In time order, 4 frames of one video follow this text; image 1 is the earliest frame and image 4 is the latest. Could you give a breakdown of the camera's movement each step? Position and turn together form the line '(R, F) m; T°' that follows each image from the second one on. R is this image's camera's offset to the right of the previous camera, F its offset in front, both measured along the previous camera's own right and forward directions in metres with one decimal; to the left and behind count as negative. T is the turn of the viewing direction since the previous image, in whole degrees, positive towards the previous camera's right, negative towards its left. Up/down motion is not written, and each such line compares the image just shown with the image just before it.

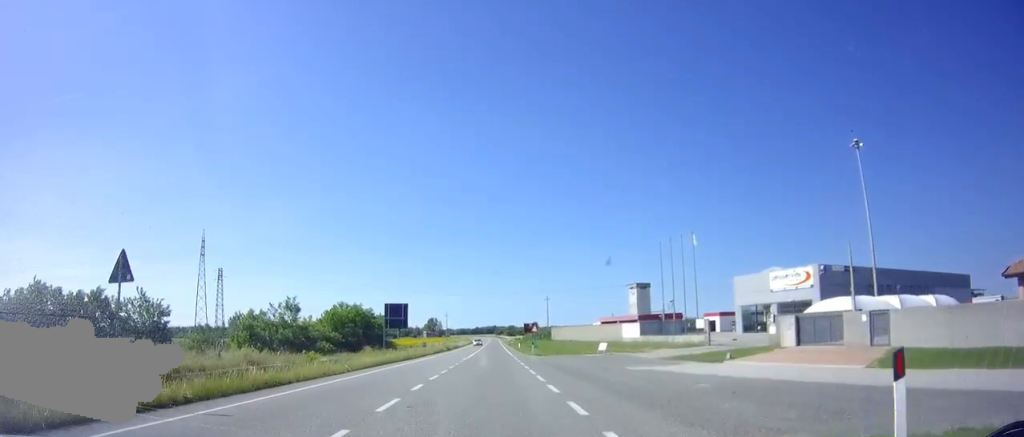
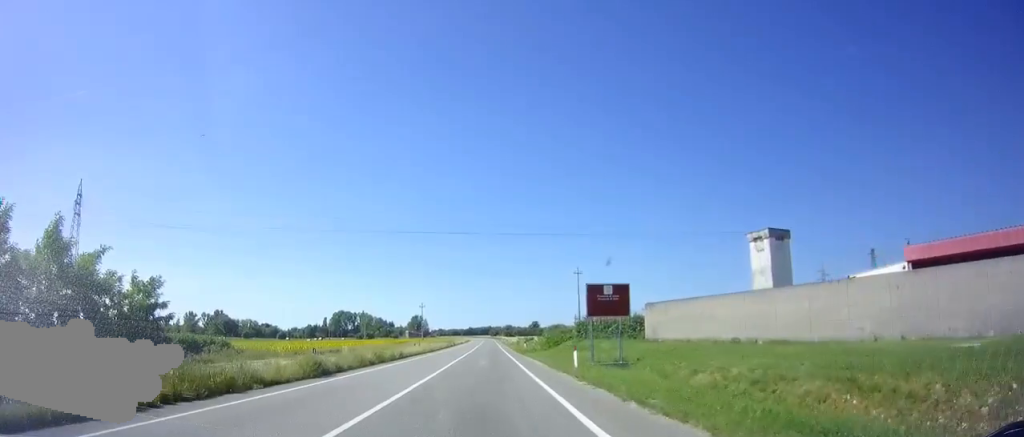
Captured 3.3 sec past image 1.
(+0.4, +55.5) m; +1°
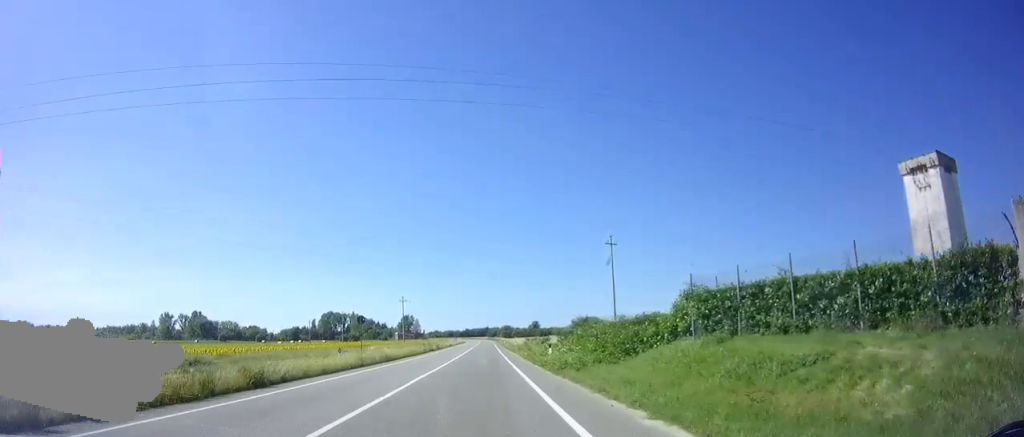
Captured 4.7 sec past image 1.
(0.0, +25.0) m; 0°
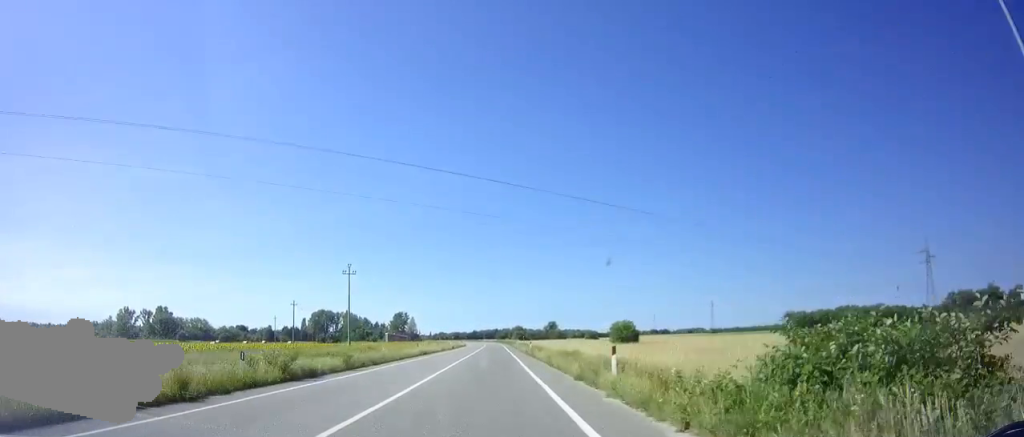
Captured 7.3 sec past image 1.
(-0.2, +48.6) m; 0°
